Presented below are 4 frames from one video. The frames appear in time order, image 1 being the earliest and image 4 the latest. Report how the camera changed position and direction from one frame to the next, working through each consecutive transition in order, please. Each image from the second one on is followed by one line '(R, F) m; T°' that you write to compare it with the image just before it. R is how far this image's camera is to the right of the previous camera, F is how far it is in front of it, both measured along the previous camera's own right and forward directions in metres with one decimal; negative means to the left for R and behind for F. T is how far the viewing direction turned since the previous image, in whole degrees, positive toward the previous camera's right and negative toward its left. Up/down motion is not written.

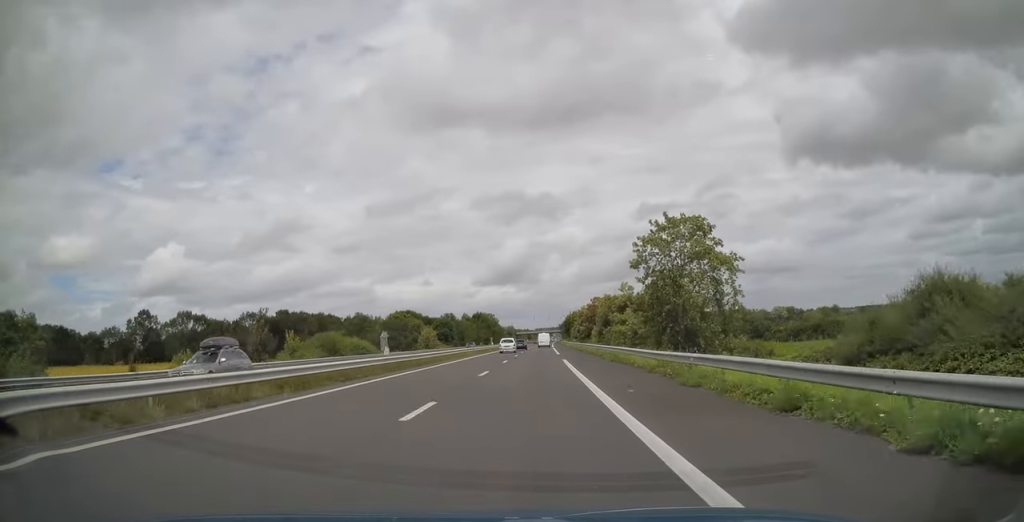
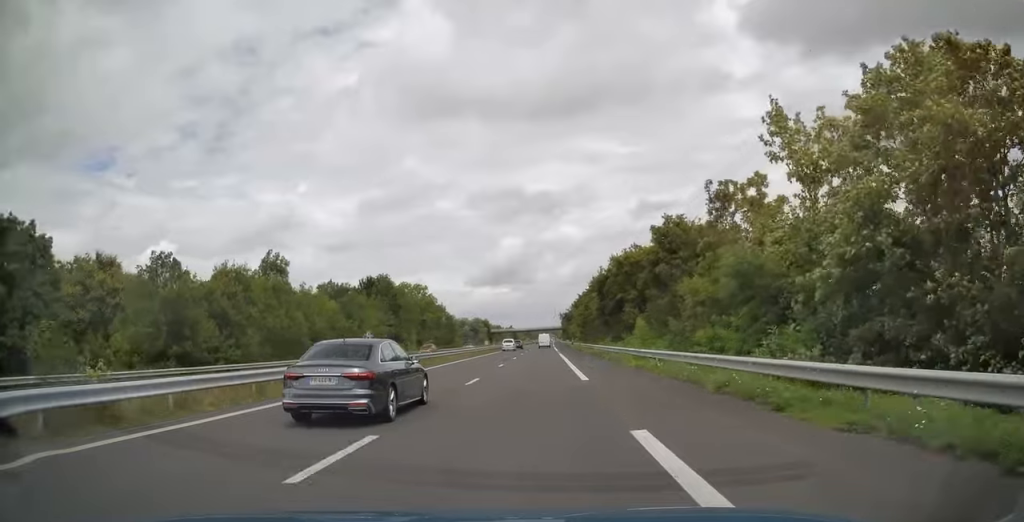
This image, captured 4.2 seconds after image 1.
(+1.1, +135.0) m; +1°
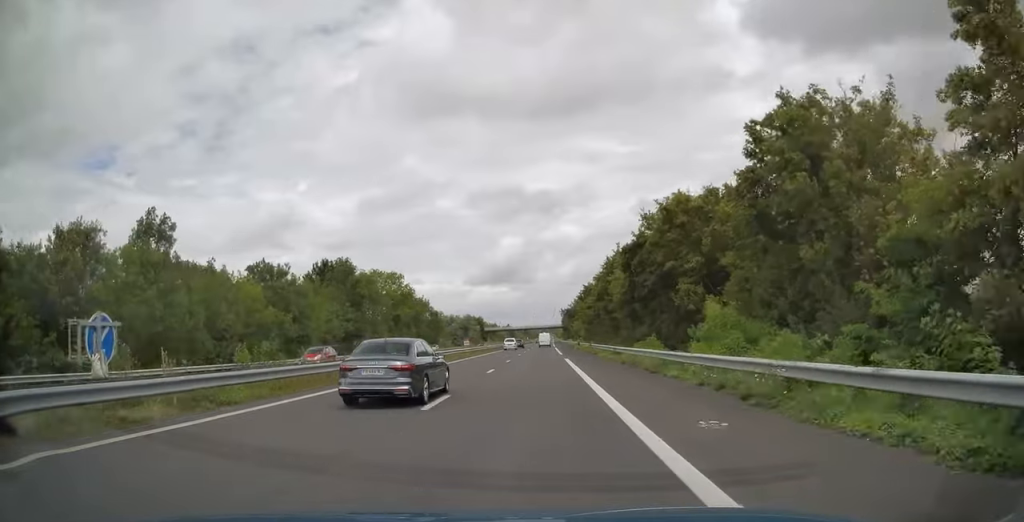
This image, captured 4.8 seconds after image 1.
(0.0, +19.9) m; 0°
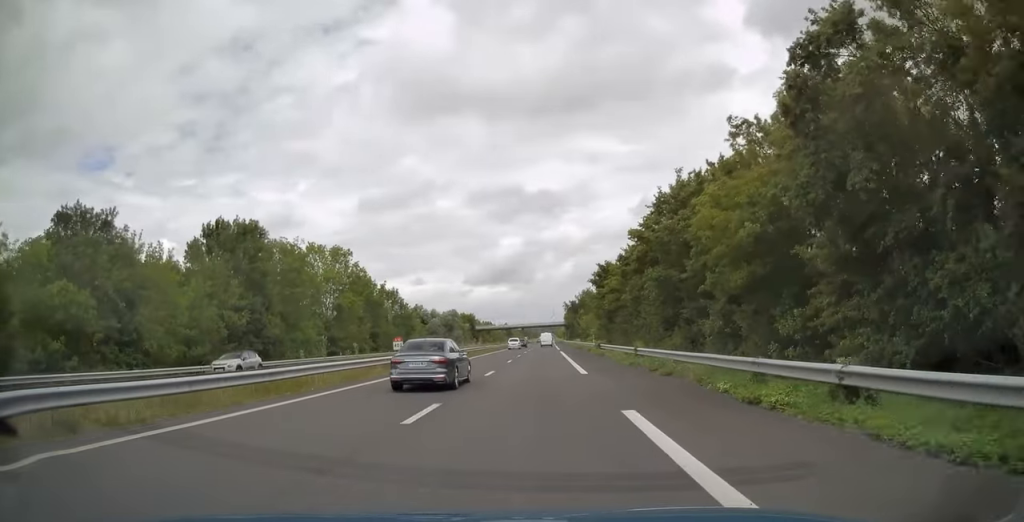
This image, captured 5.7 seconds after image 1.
(0.0, +27.9) m; 0°
